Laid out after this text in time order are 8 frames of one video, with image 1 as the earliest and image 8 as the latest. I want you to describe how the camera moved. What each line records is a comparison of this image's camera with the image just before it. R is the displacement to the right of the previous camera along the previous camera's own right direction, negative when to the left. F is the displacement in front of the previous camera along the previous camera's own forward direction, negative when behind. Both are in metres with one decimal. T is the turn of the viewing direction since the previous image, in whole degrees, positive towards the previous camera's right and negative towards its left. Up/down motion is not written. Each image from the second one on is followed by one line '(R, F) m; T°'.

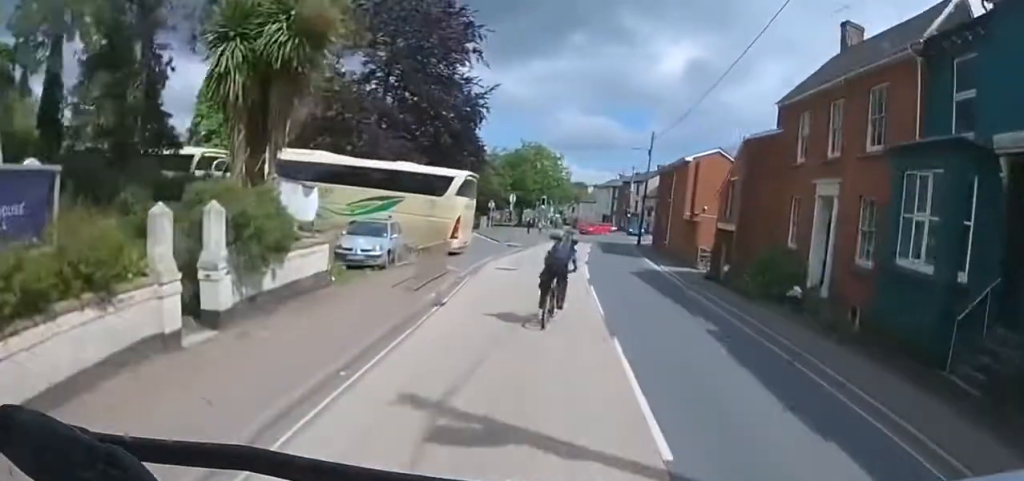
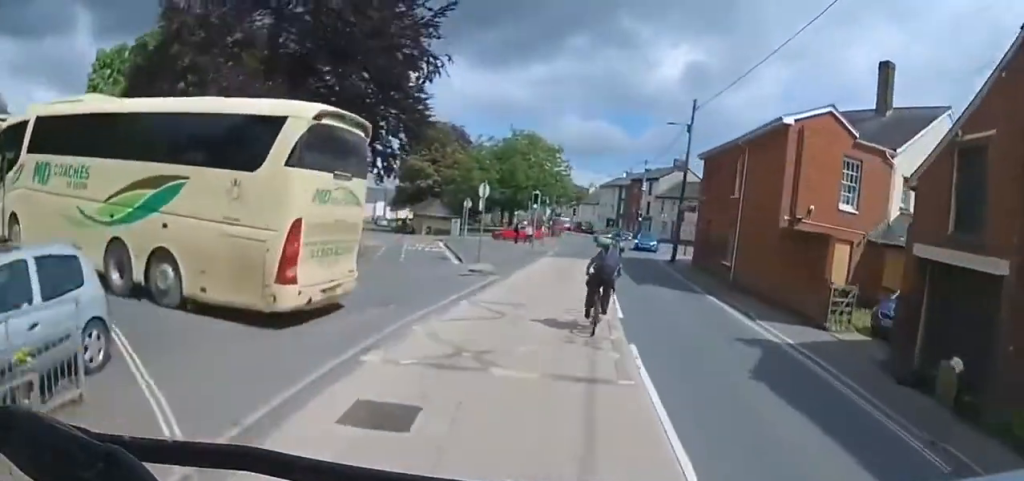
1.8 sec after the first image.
(+0.1, +13.2) m; +1°
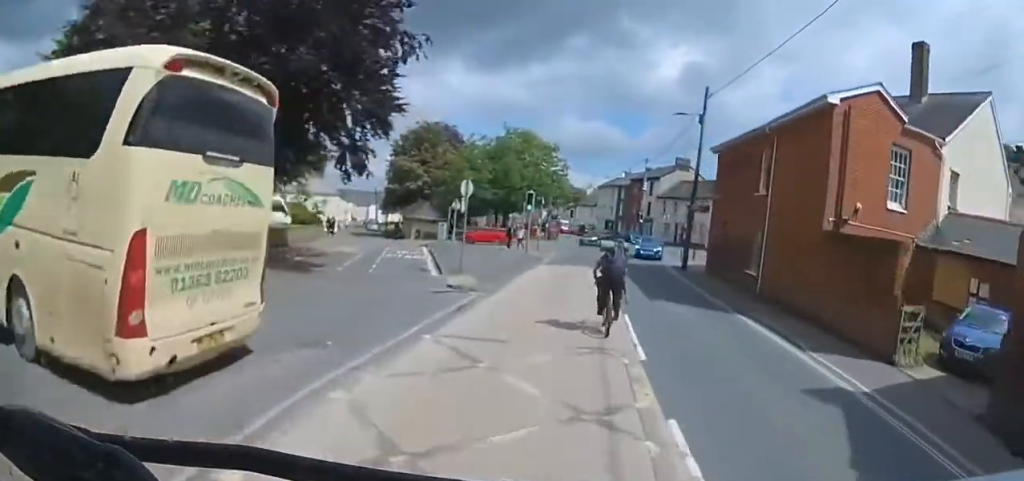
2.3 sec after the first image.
(0.0, +3.0) m; +1°
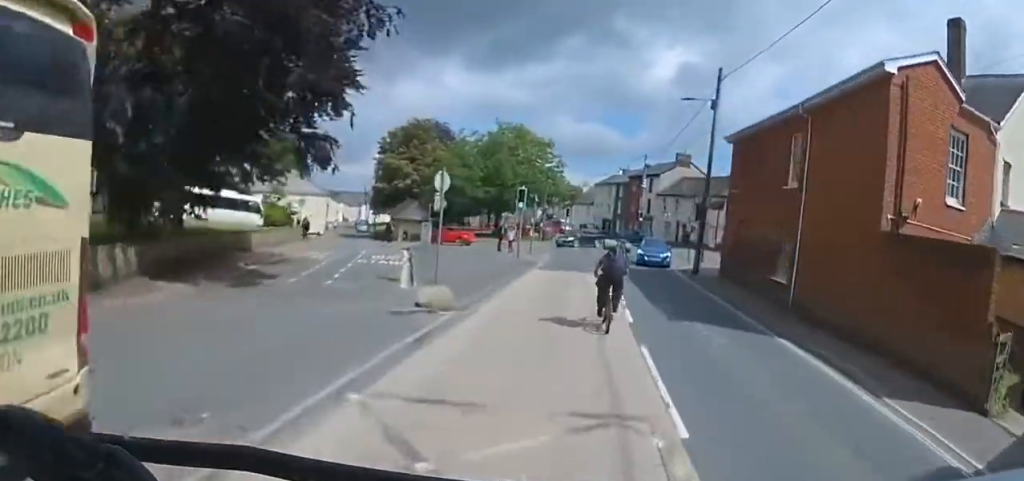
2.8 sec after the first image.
(0.0, +3.1) m; 0°
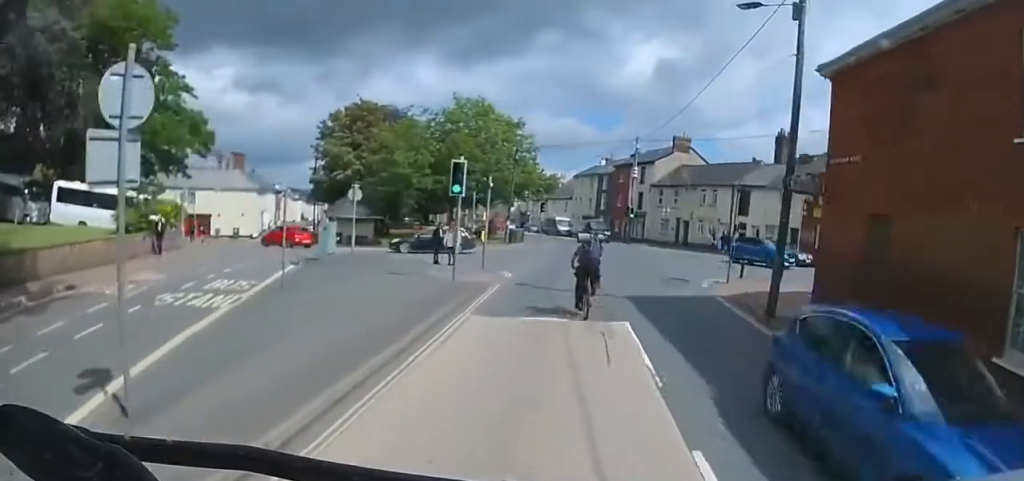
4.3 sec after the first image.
(+0.1, +10.6) m; +2°
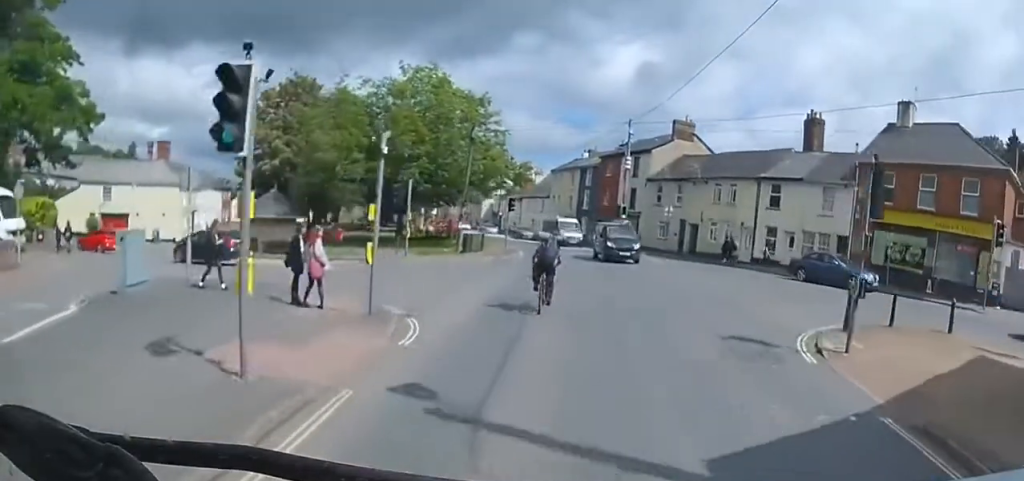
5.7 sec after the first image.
(+0.2, +9.8) m; +3°
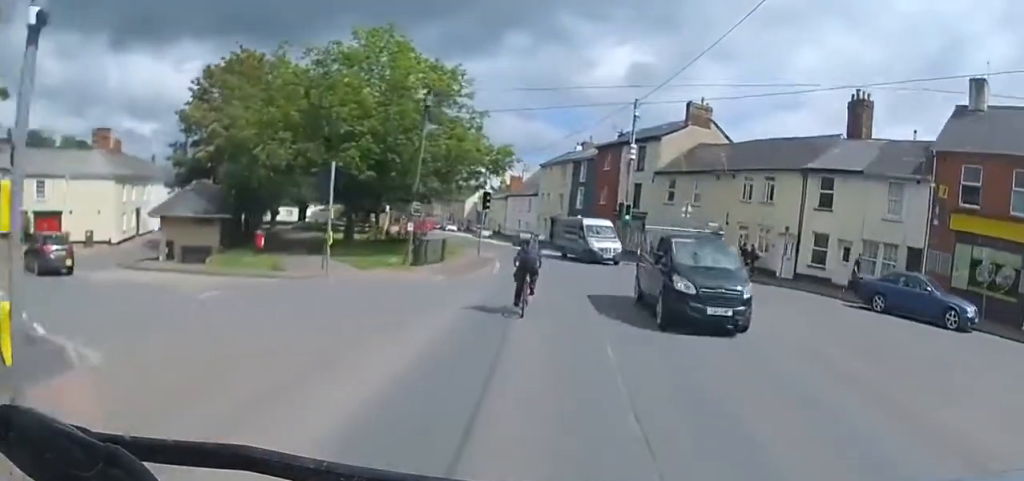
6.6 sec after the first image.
(+0.2, +7.3) m; 0°
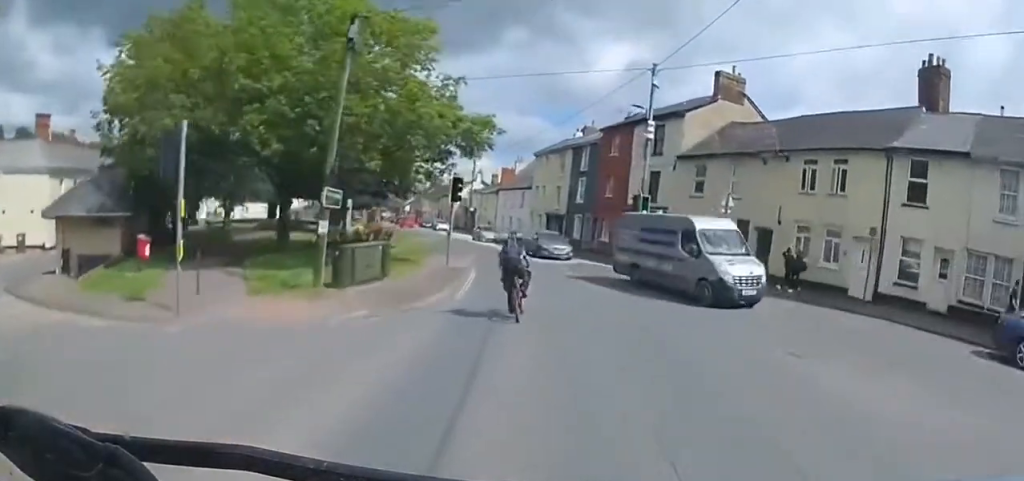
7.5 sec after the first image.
(-0.1, +7.1) m; -1°
